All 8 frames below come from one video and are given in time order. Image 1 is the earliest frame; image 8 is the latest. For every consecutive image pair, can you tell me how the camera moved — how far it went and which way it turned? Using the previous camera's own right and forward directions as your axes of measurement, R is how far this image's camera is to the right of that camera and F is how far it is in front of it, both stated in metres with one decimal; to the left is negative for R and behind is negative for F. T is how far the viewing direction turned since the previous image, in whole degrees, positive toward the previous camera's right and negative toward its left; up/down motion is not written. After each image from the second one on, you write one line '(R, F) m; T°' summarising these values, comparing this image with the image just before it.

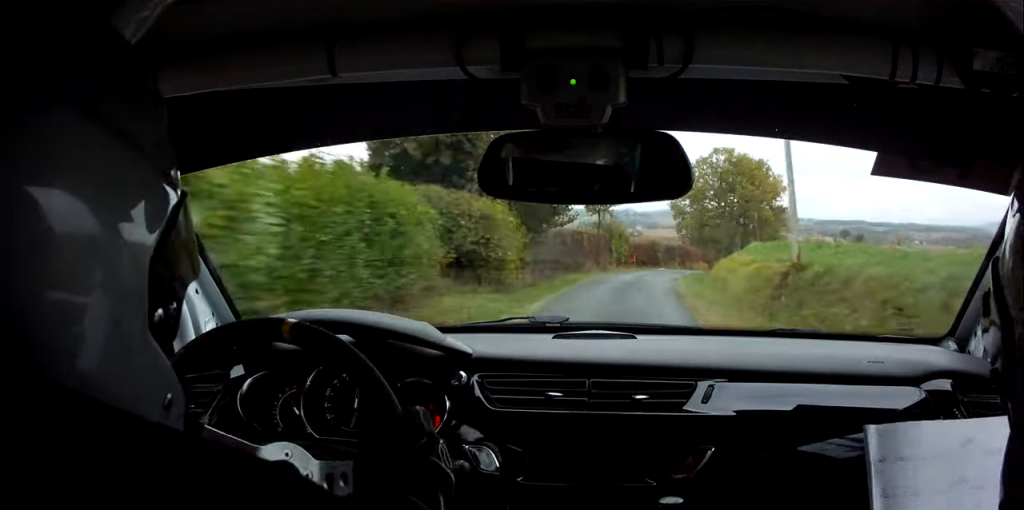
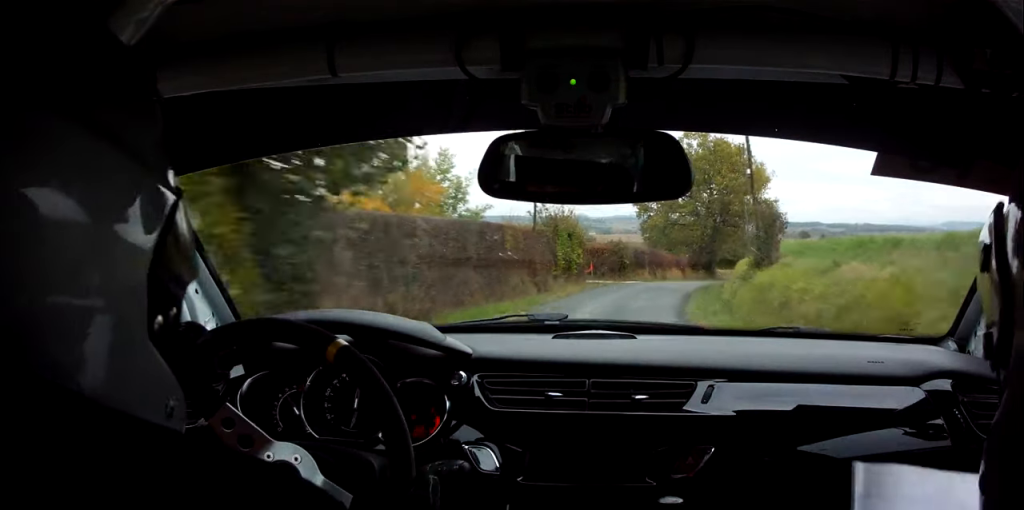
(+0.1, +18.0) m; +4°
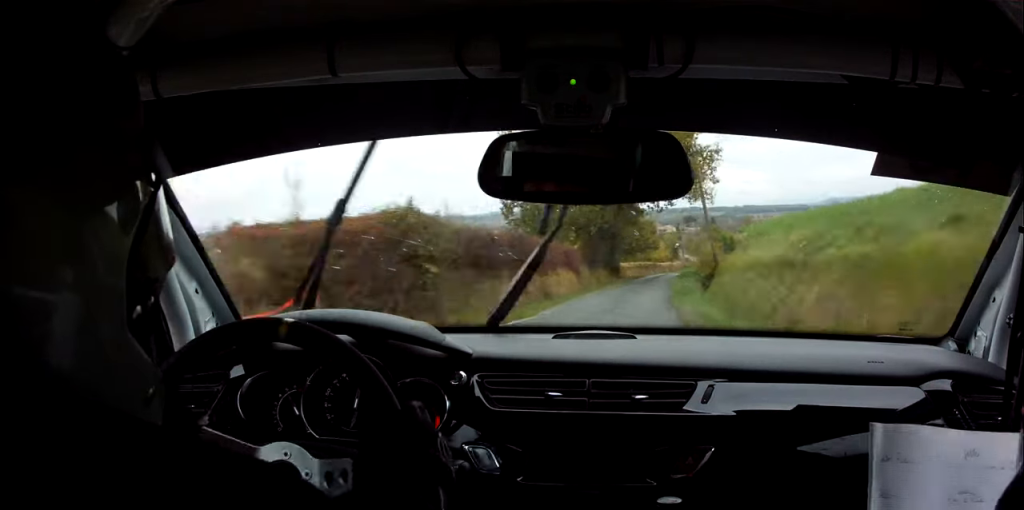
(+2.2, +31.4) m; +7°
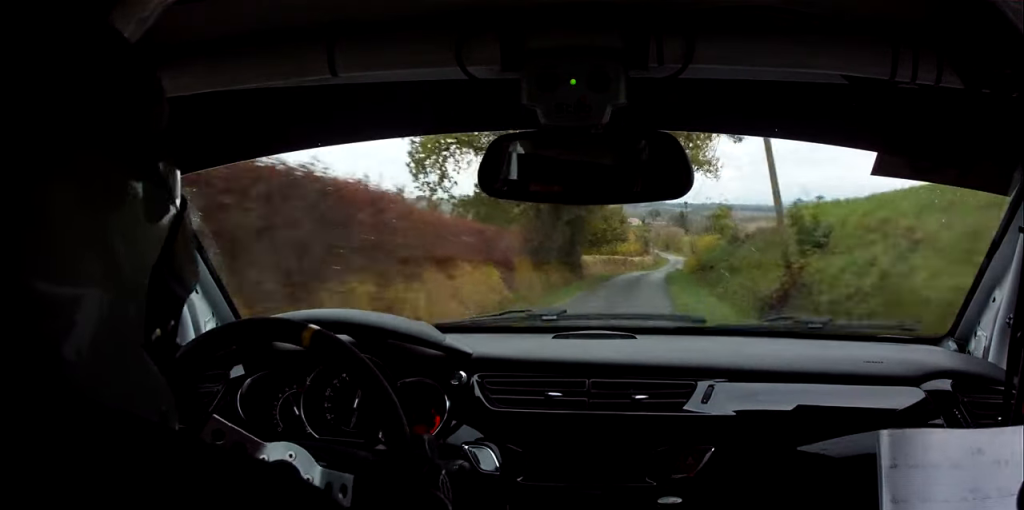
(+0.7, +18.1) m; +3°
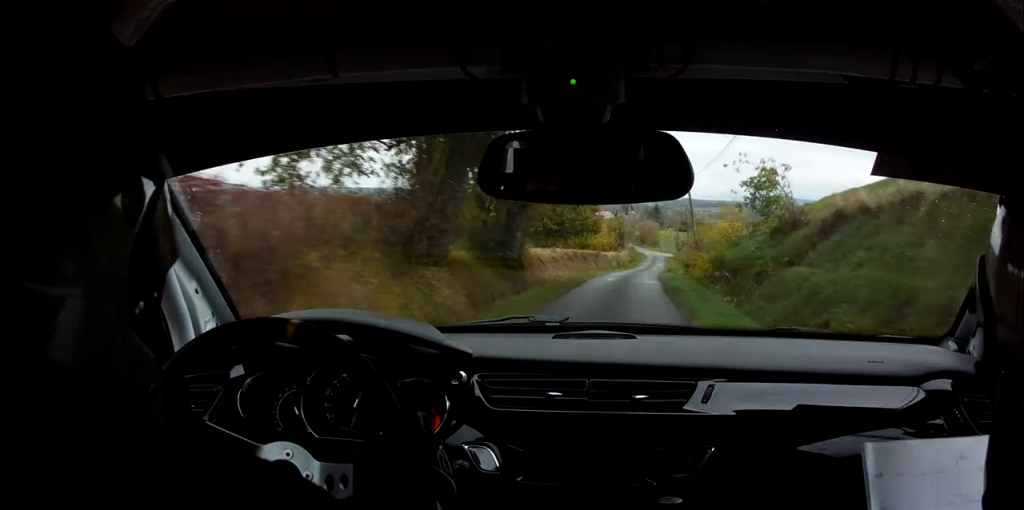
(+0.7, +17.4) m; +3°
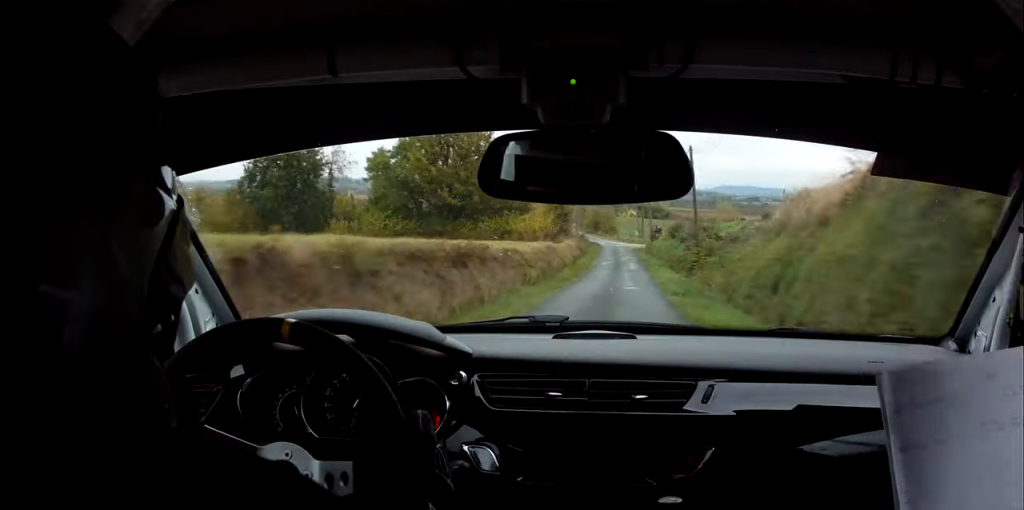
(+1.6, +39.1) m; +3°
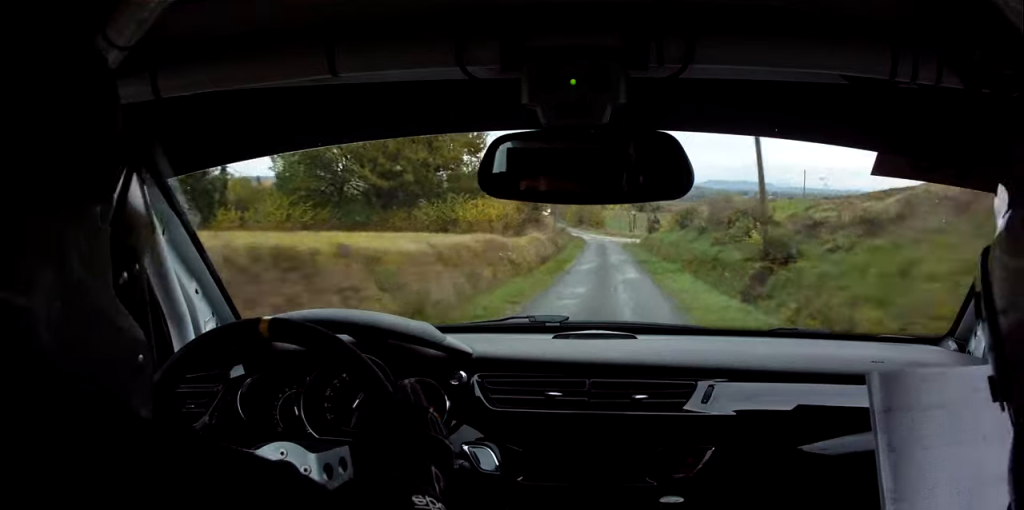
(+0.1, +17.4) m; 0°
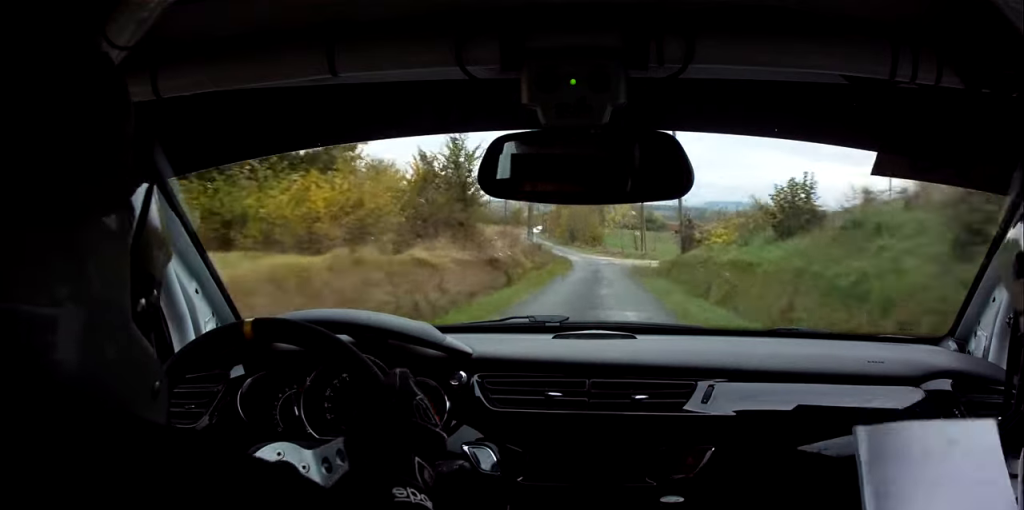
(+0.2, +26.9) m; -1°
